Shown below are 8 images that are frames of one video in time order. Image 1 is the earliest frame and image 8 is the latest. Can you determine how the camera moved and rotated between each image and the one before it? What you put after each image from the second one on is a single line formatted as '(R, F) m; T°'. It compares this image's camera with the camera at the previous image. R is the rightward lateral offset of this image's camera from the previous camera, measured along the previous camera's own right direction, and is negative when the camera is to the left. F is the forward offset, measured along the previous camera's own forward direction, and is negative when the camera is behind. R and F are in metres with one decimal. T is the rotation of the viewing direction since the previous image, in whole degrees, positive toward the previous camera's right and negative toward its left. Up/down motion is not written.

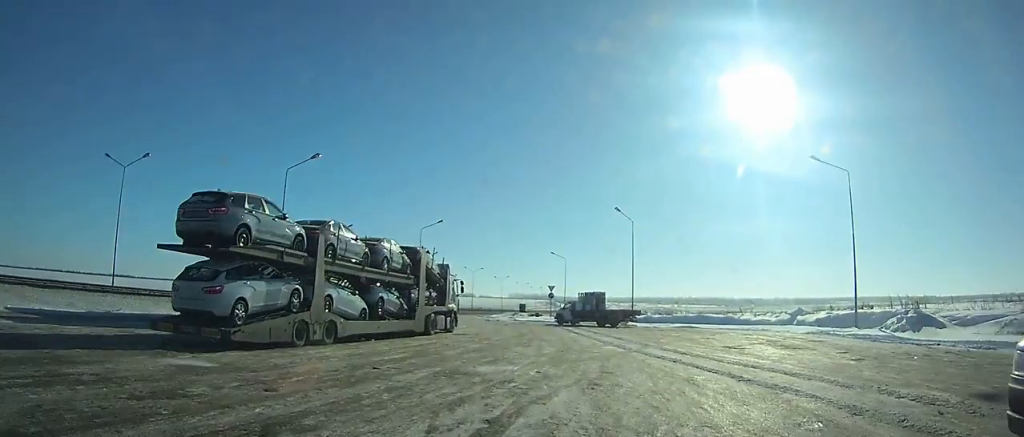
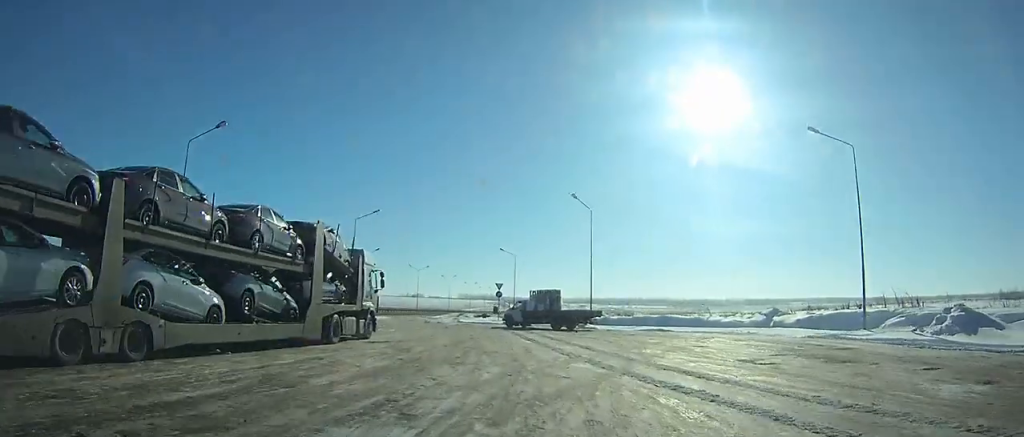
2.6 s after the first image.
(-0.1, +6.0) m; -2°
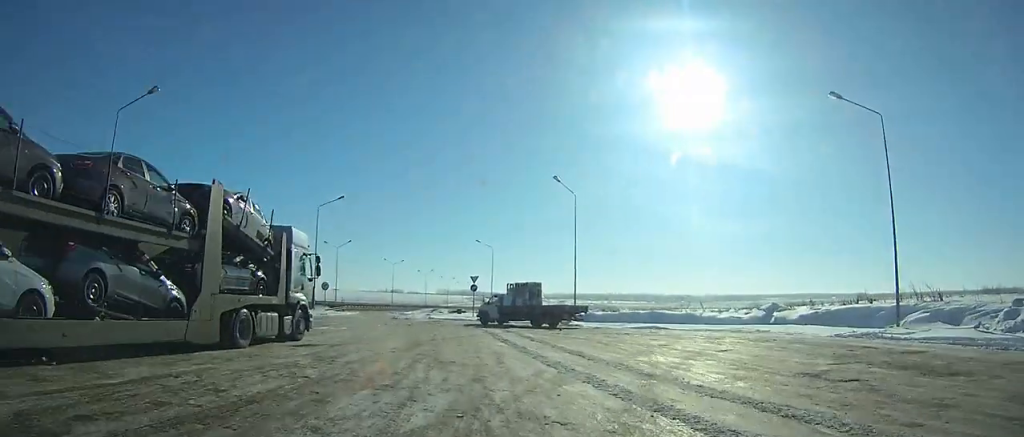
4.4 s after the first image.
(0.0, +4.6) m; -2°
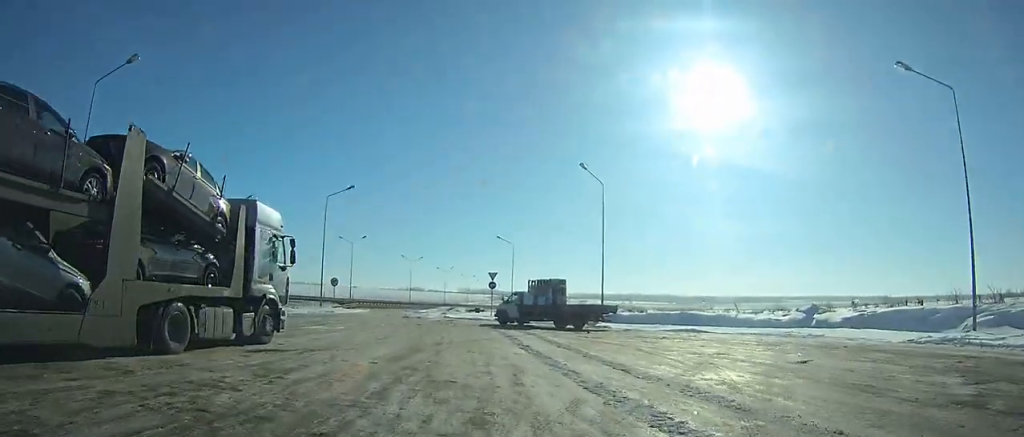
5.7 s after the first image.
(-0.1, +3.9) m; -3°
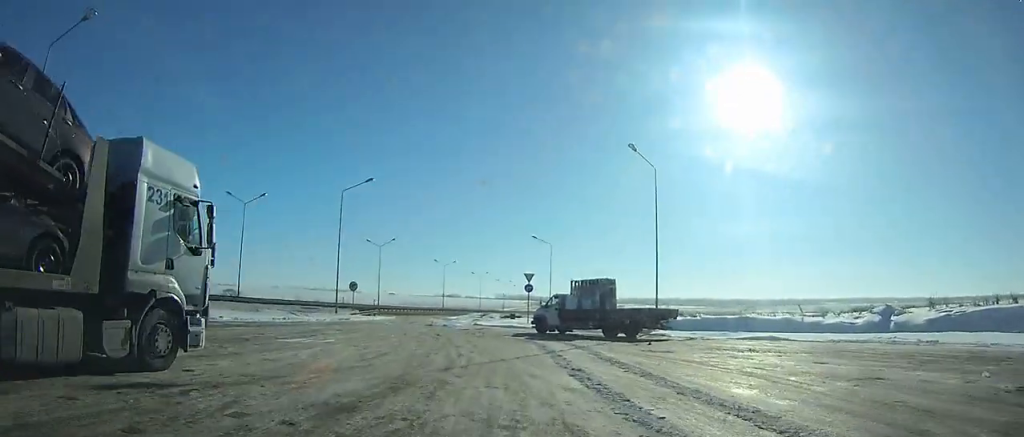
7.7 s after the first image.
(-0.1, +6.1) m; -5°
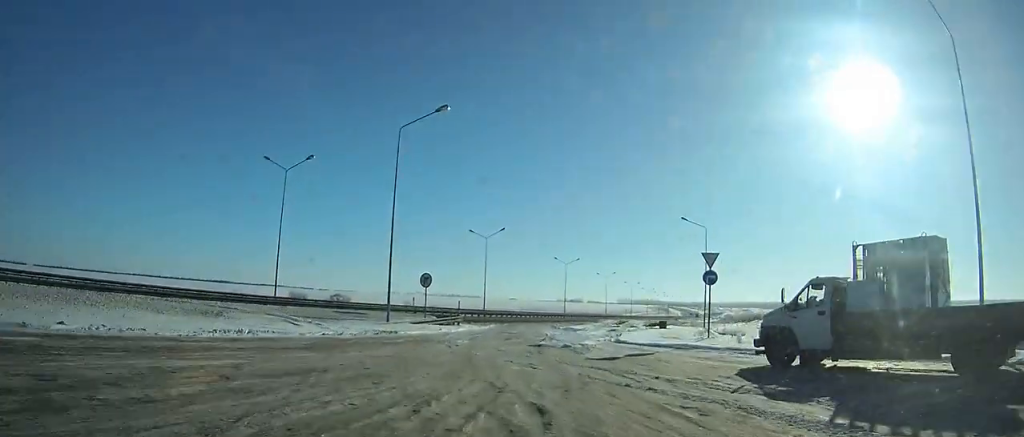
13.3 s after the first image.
(-3.0, +19.0) m; -14°
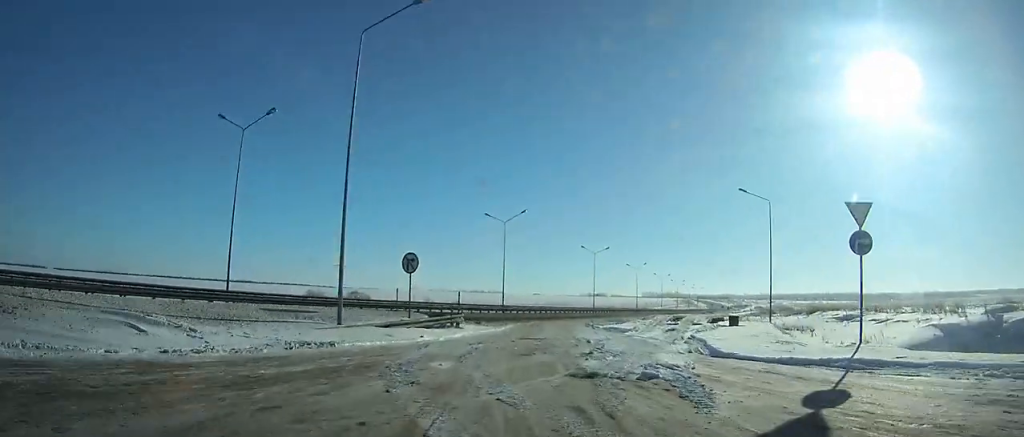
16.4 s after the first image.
(0.0, +11.3) m; 0°
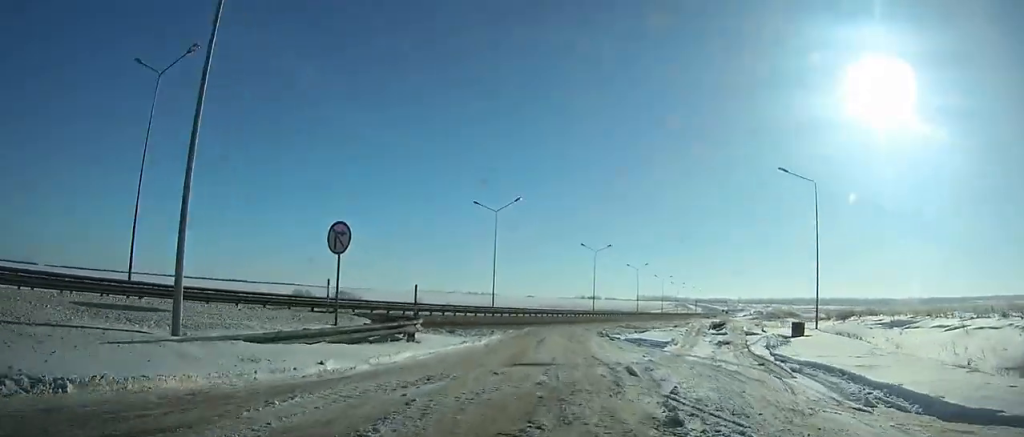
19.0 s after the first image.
(0.0, +9.5) m; +1°
